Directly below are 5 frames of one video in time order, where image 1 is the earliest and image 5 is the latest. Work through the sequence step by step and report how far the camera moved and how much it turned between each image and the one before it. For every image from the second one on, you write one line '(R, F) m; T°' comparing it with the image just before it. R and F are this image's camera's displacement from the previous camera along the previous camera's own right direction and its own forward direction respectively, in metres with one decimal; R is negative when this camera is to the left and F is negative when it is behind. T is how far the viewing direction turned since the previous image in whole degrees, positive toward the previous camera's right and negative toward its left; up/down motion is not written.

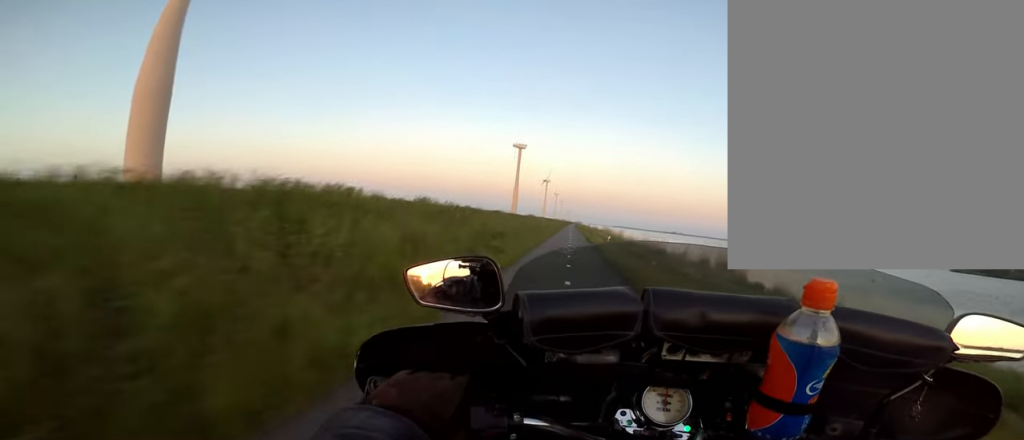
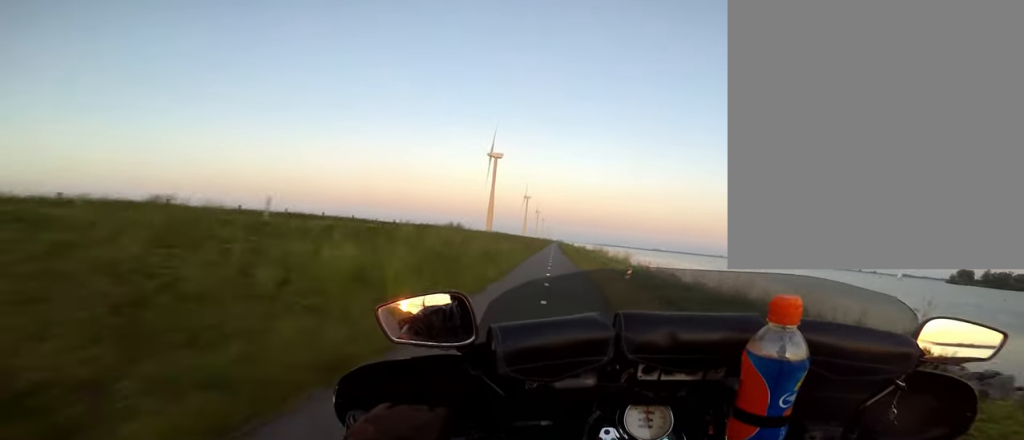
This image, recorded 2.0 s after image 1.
(+0.5, +33.1) m; +1°
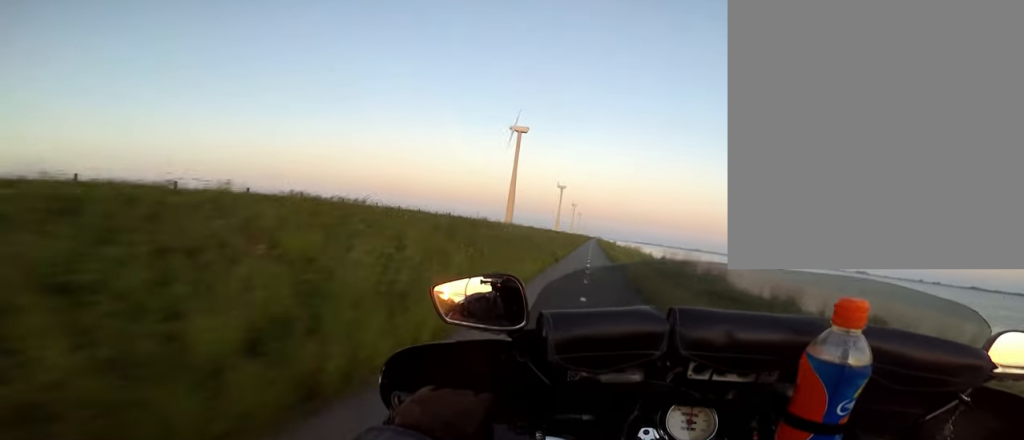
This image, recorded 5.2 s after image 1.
(-0.4, +49.7) m; +1°
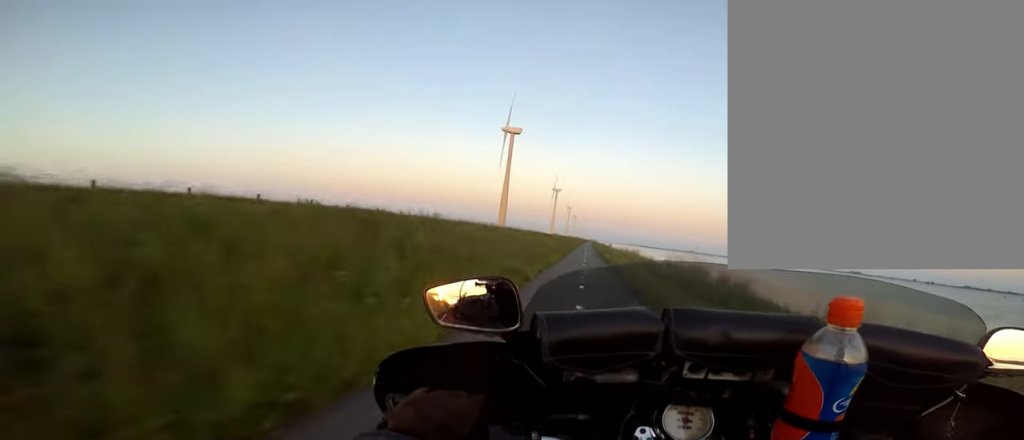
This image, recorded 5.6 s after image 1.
(+0.4, +6.5) m; 0°
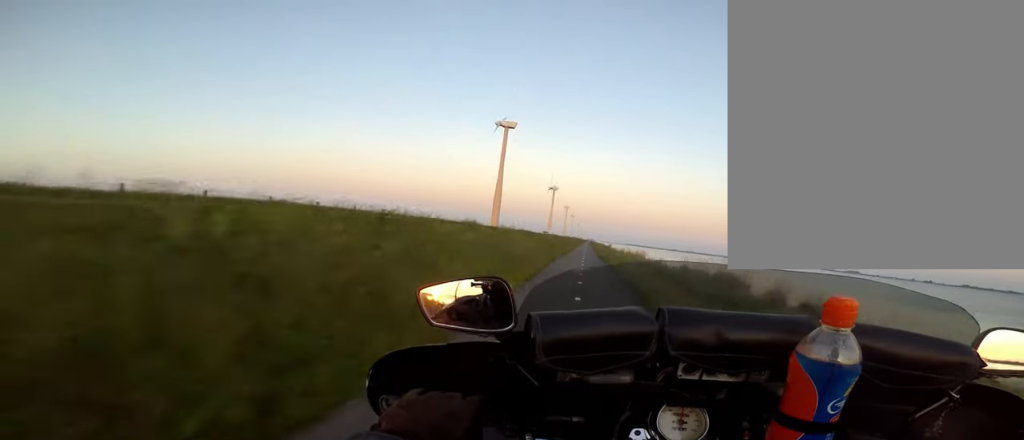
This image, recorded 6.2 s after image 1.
(-0.7, +10.4) m; -1°
